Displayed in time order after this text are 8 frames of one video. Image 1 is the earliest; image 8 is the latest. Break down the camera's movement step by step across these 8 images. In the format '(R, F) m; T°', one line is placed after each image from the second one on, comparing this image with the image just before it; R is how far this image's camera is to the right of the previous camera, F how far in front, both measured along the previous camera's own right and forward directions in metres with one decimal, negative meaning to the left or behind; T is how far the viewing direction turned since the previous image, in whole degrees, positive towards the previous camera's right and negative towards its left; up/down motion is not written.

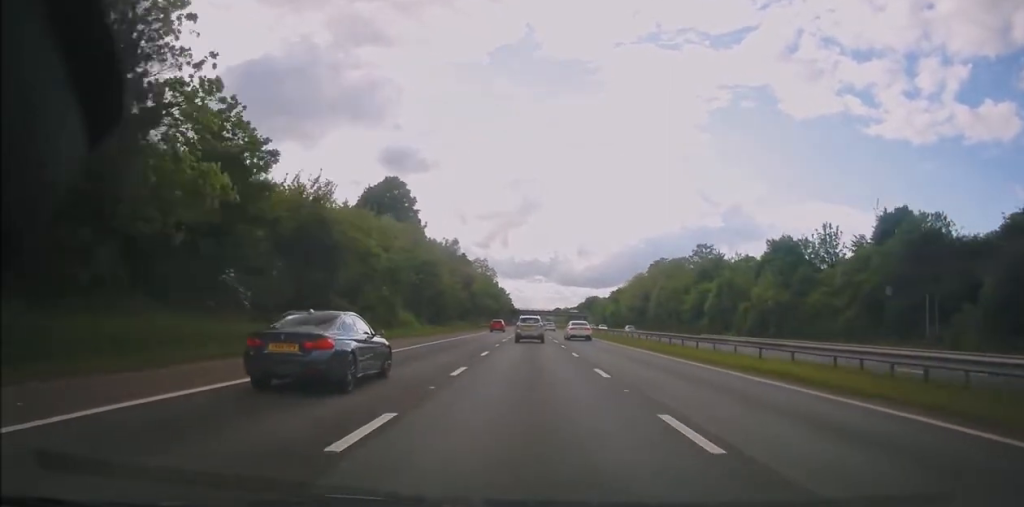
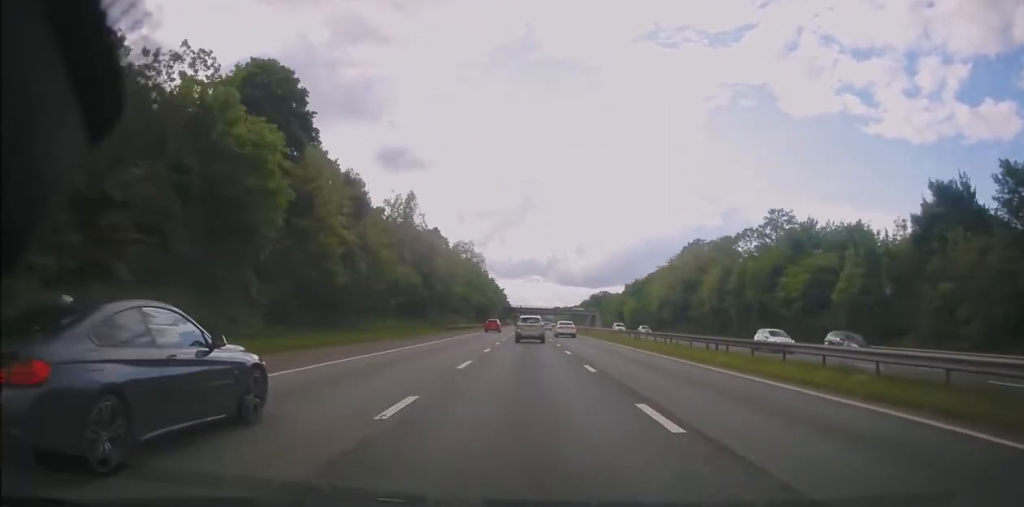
(+0.6, +43.1) m; +1°
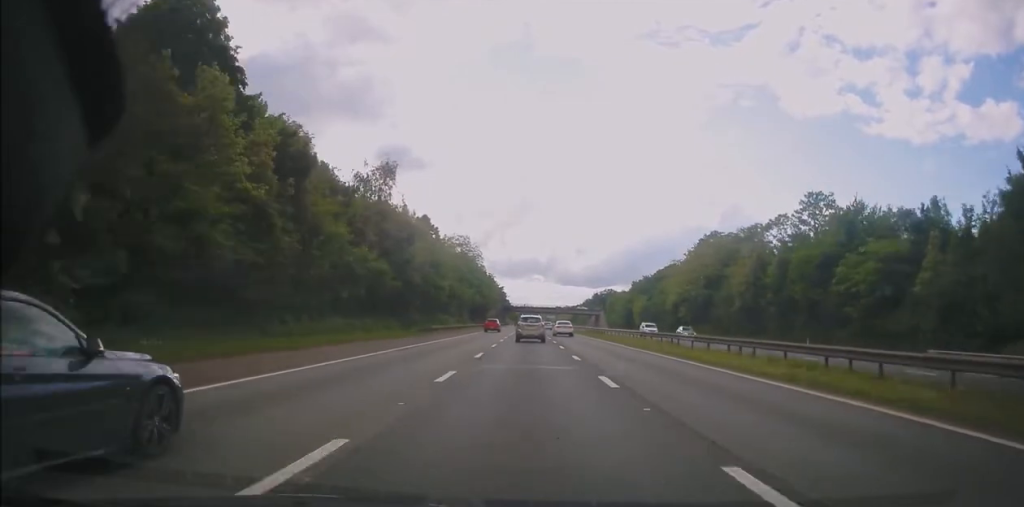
(+0.1, +13.1) m; 0°
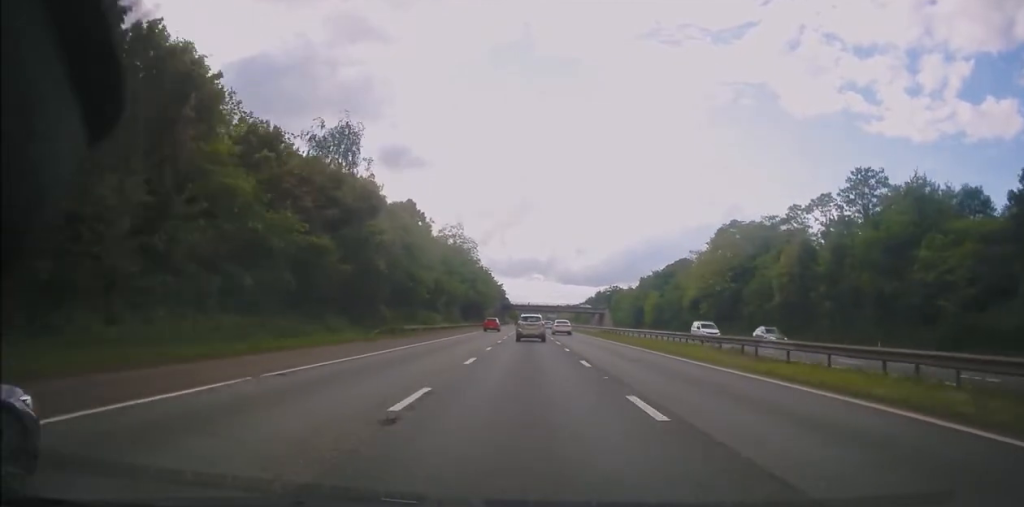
(0.0, +13.0) m; 0°
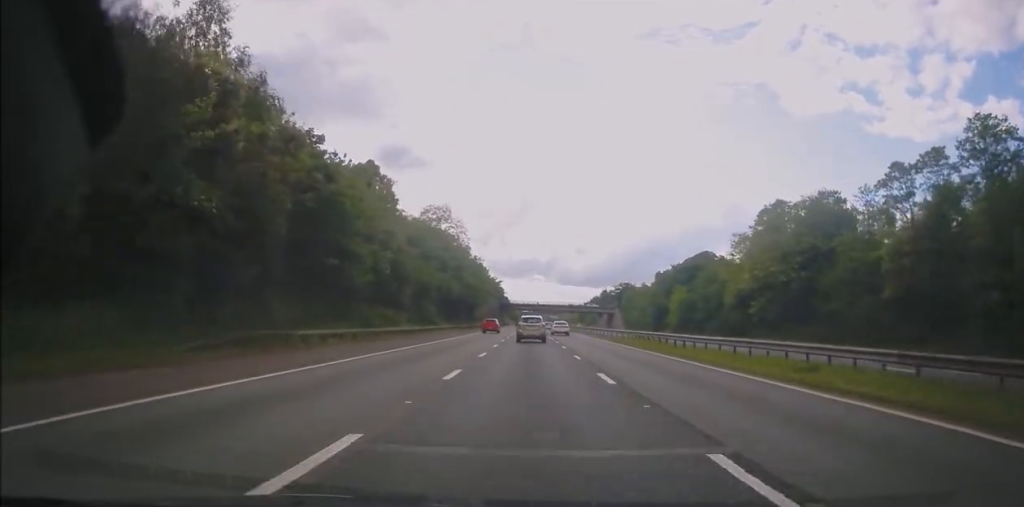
(-0.1, +21.9) m; 0°
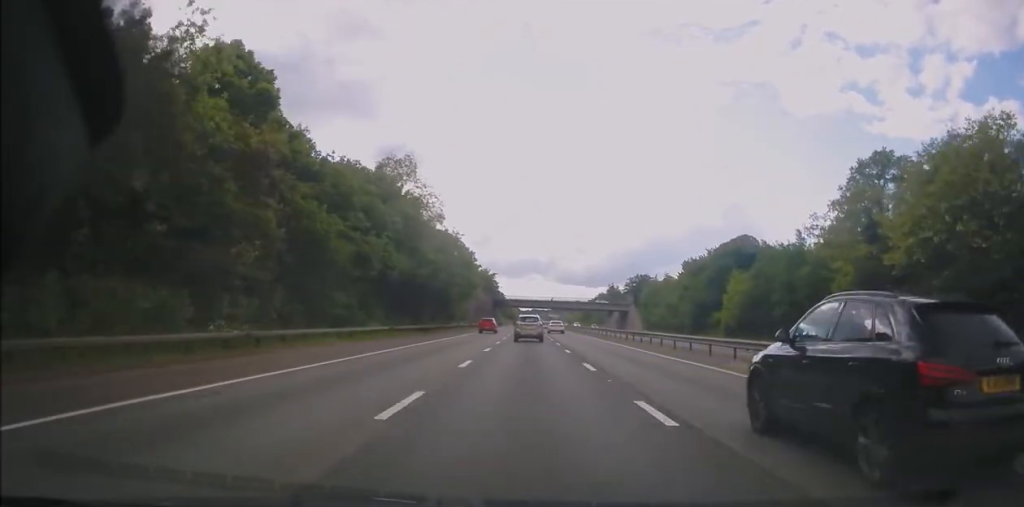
(+0.1, +31.5) m; 0°
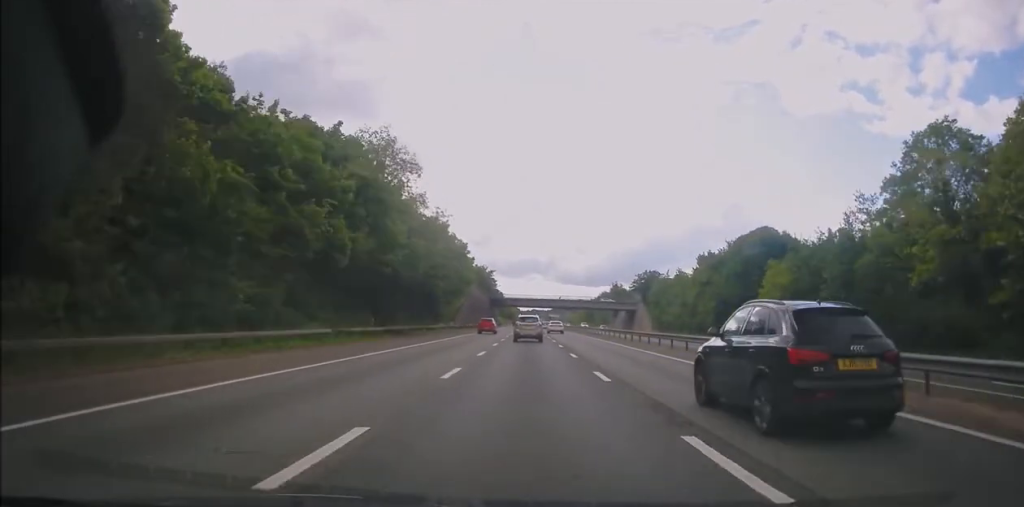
(-0.1, +12.1) m; 0°
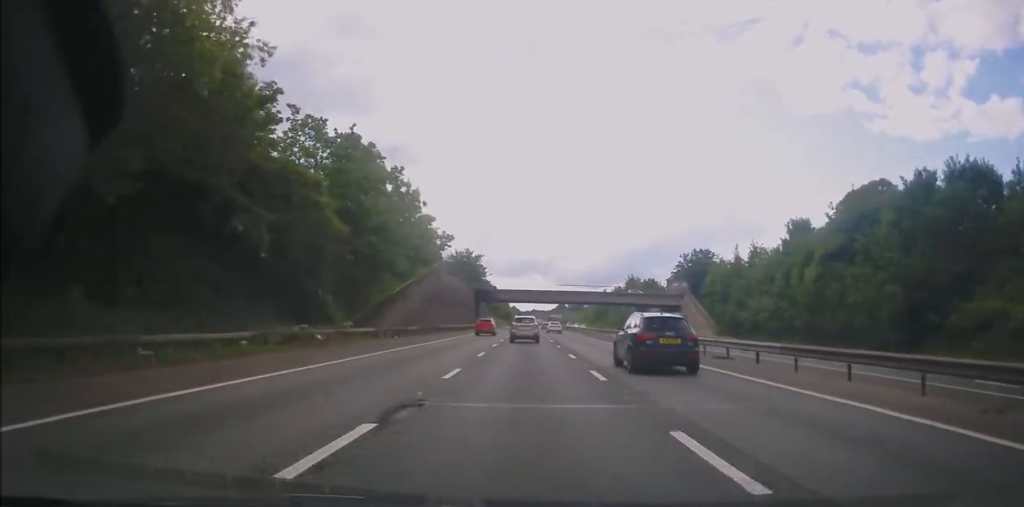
(+0.3, +44.8) m; +1°
